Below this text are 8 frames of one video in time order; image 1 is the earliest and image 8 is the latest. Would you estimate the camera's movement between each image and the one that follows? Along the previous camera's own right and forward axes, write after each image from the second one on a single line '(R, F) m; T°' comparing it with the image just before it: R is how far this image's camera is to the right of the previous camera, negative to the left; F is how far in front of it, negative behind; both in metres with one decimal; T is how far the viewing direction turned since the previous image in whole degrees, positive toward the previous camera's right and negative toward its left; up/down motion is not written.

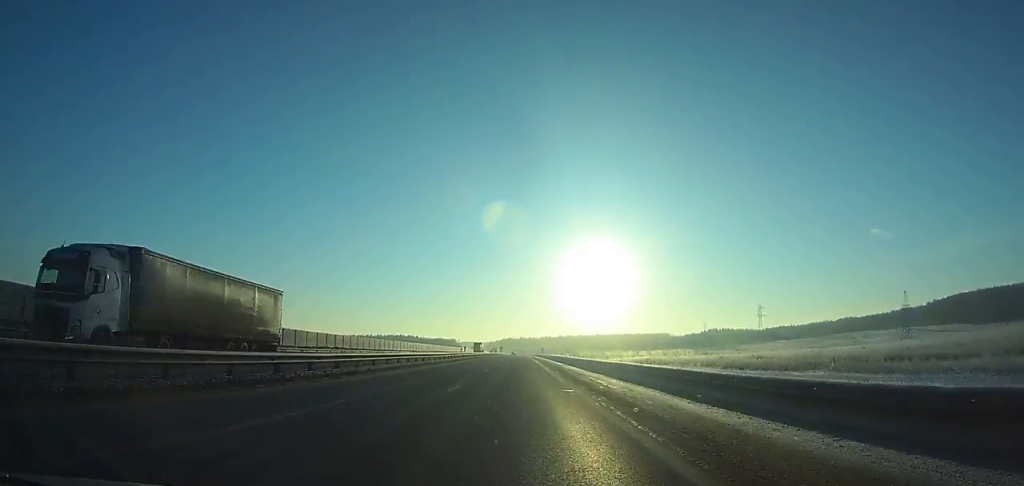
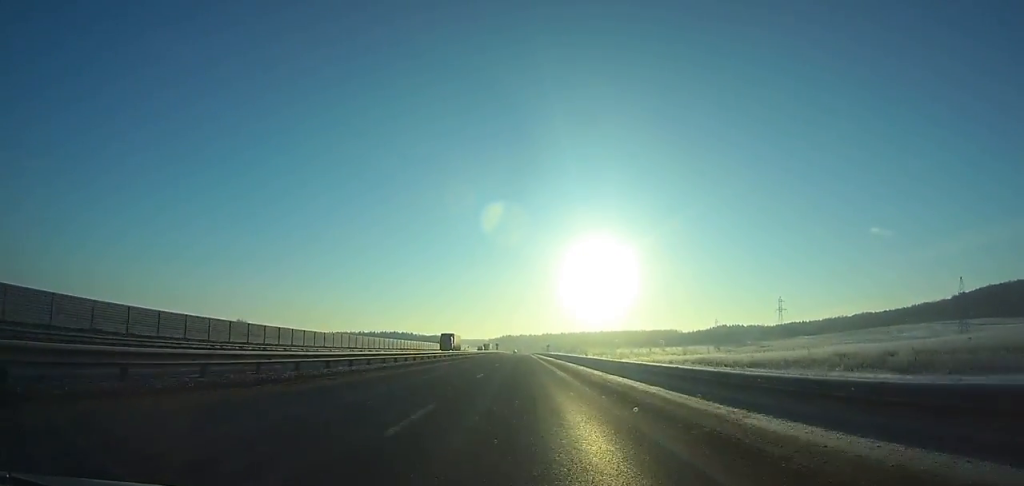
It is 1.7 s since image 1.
(+0.1, +41.0) m; 0°
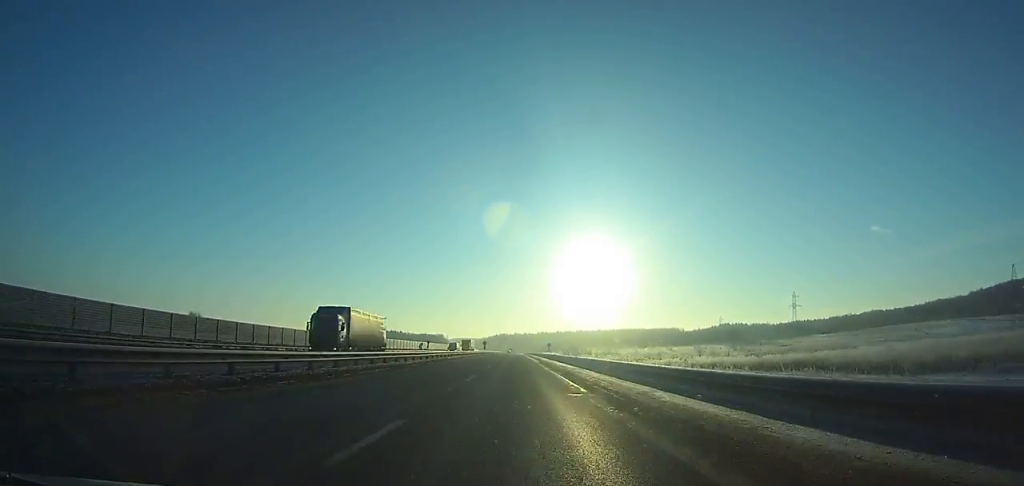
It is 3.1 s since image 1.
(+0.1, +33.9) m; 0°
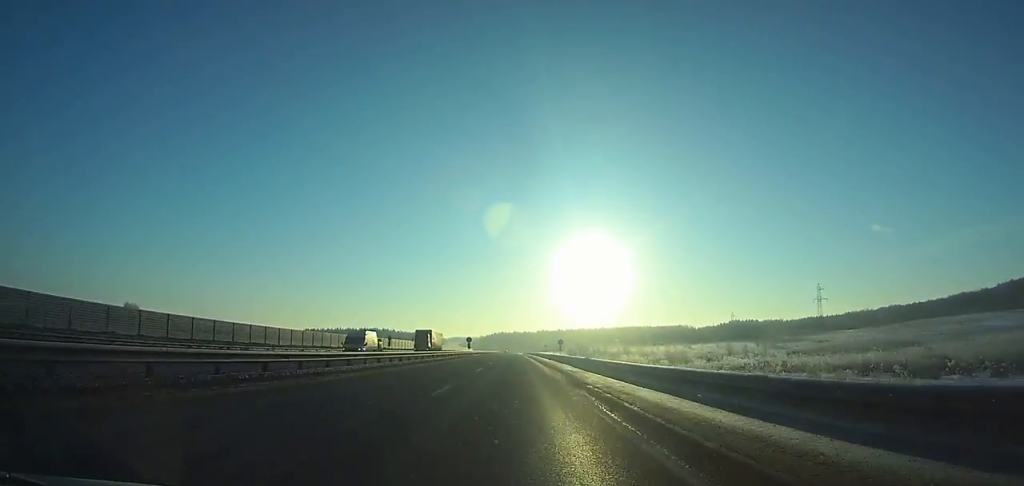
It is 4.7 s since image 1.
(+0.2, +38.8) m; 0°
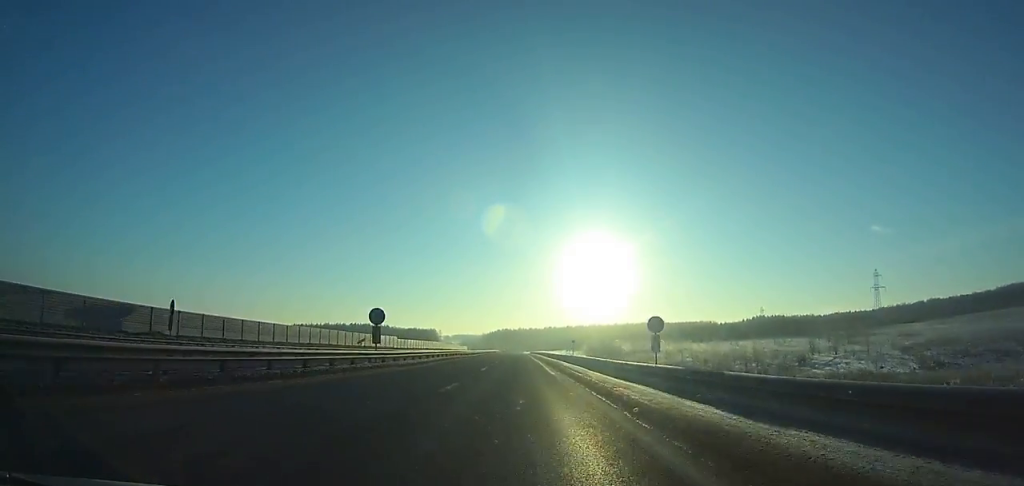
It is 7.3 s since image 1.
(-0.1, +62.6) m; 0°
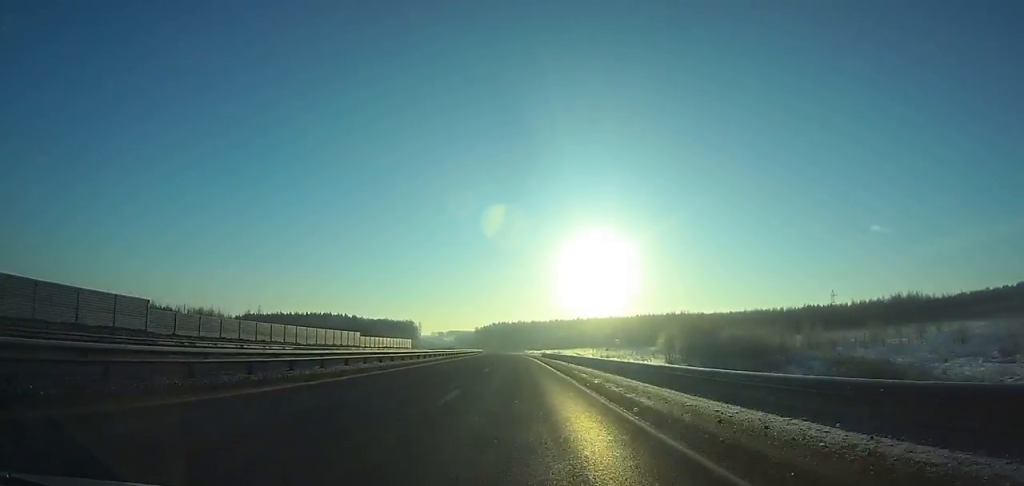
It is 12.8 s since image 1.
(-0.2, +131.4) m; -1°
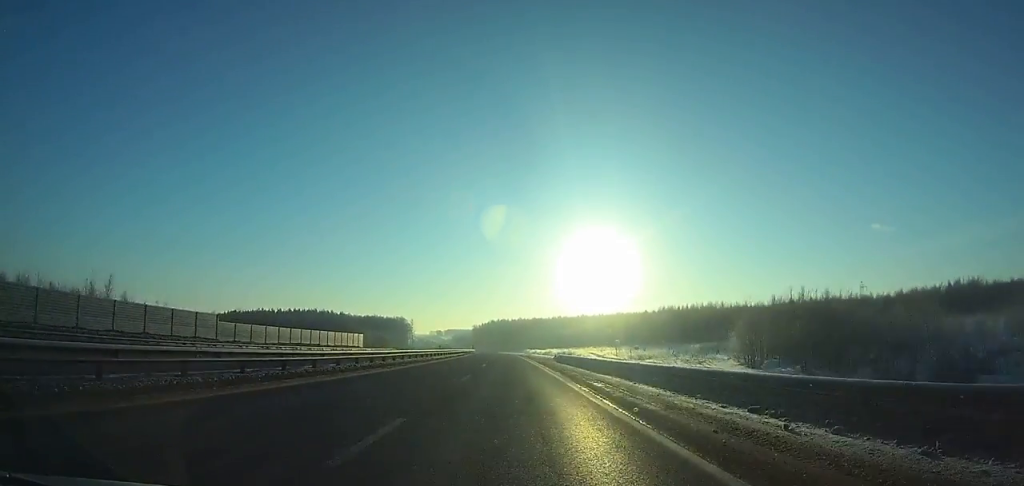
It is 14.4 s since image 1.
(0.0, +37.9) m; -1°
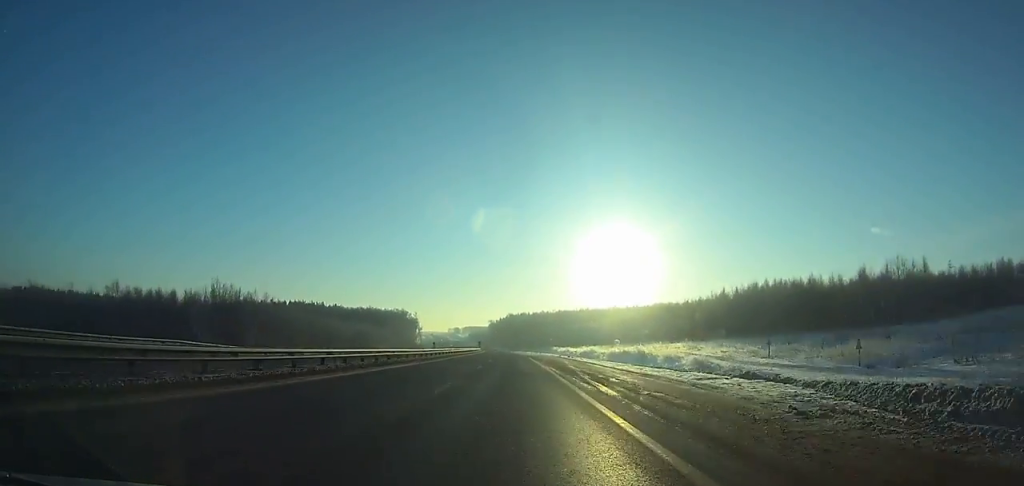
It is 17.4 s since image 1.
(-1.1, +70.9) m; -2°
